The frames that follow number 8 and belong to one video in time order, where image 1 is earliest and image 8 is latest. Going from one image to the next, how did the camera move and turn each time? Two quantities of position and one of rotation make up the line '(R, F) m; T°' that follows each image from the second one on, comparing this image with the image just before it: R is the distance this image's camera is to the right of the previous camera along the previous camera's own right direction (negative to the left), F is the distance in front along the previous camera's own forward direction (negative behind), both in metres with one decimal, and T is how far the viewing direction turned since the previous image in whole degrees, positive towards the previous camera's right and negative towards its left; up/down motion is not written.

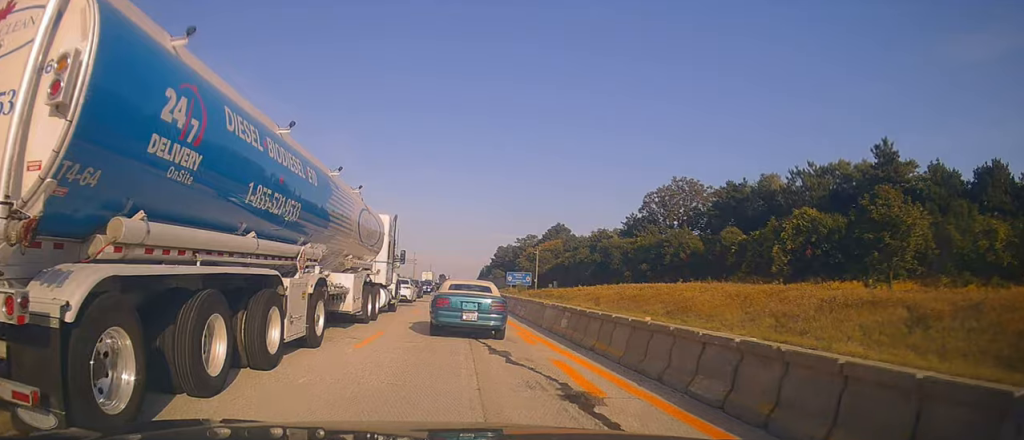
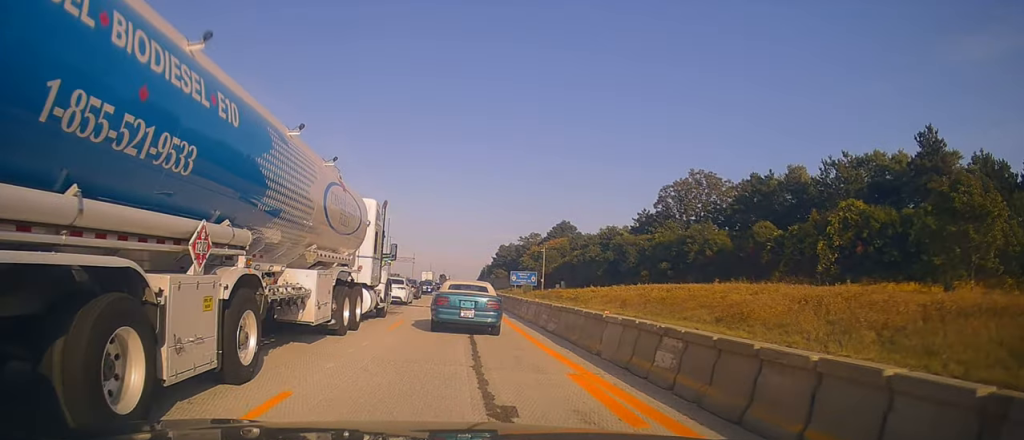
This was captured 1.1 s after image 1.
(-0.4, +7.6) m; -1°
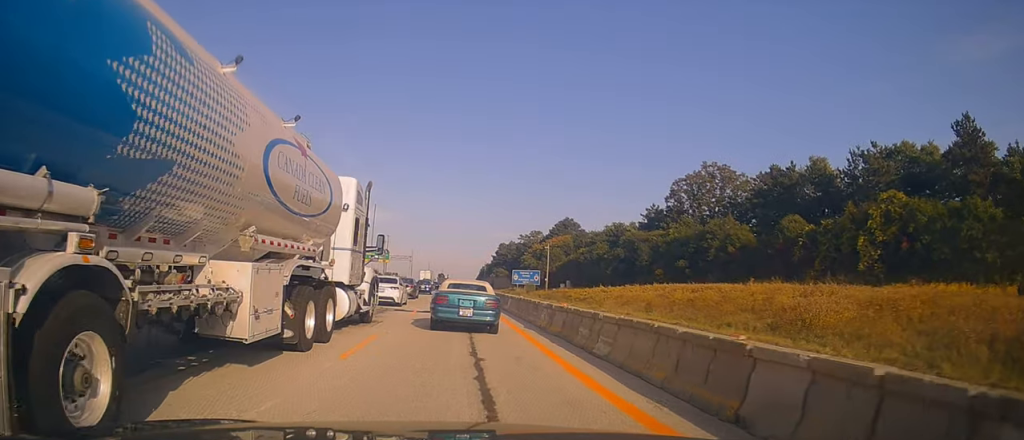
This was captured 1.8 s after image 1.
(0.0, +5.6) m; +3°
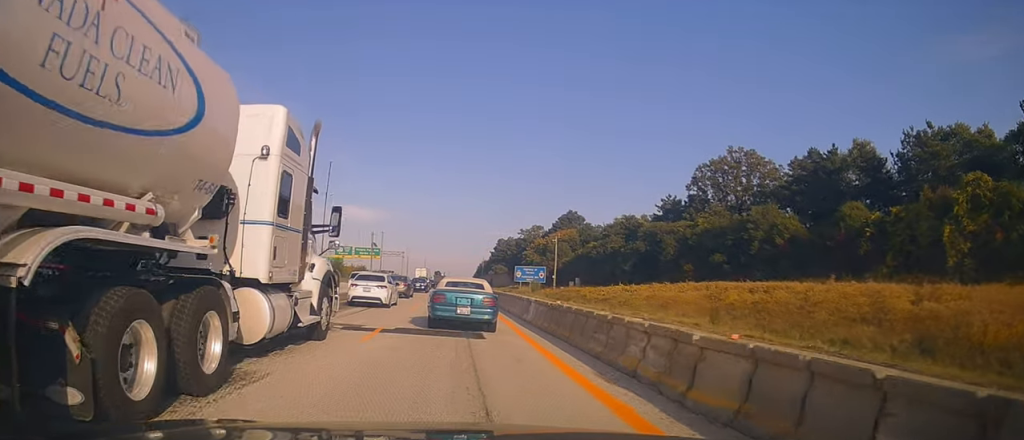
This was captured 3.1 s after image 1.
(+0.3, +9.8) m; -1°
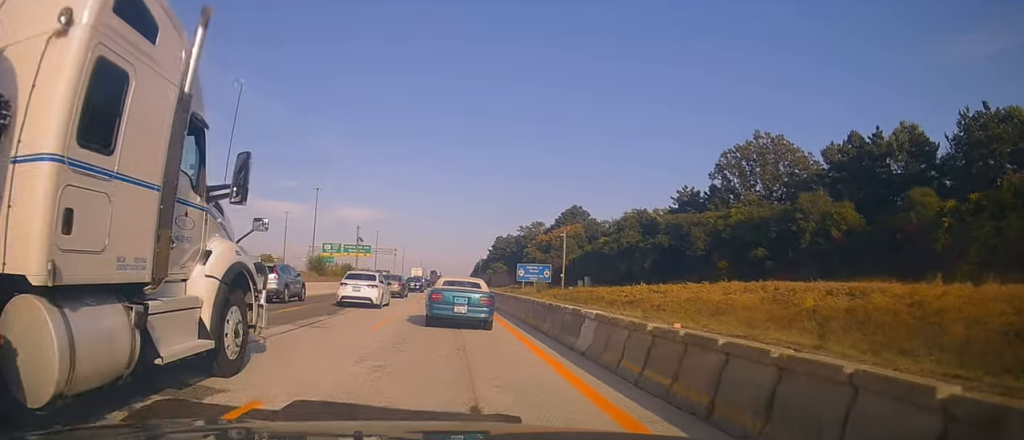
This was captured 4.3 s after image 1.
(-0.4, +9.4) m; -2°
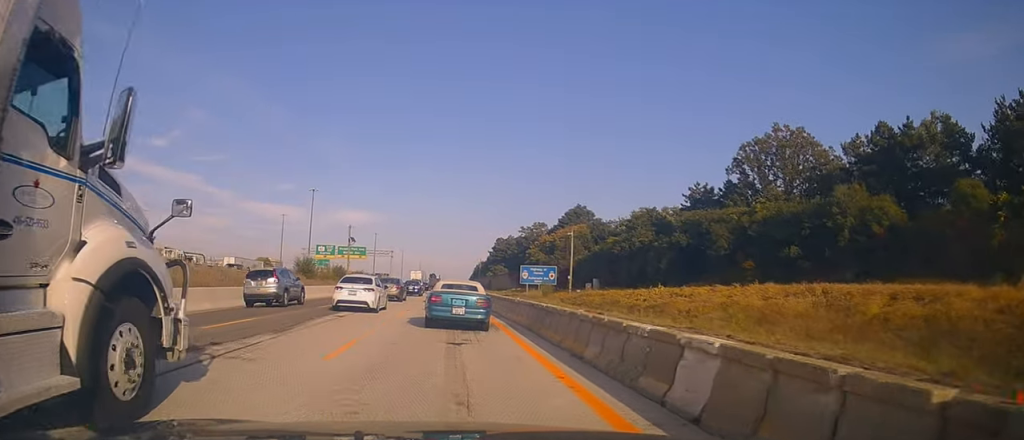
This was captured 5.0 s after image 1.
(0.0, +5.5) m; +1°
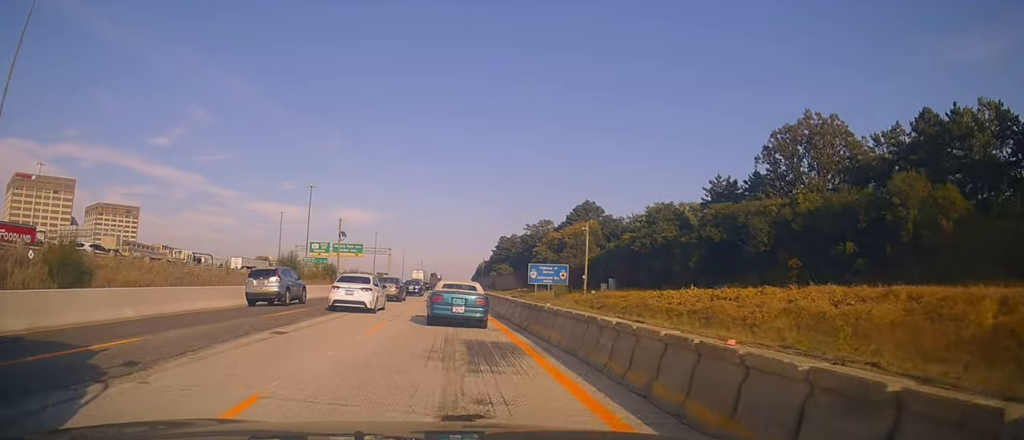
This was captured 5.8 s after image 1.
(-0.1, +6.6) m; +3°
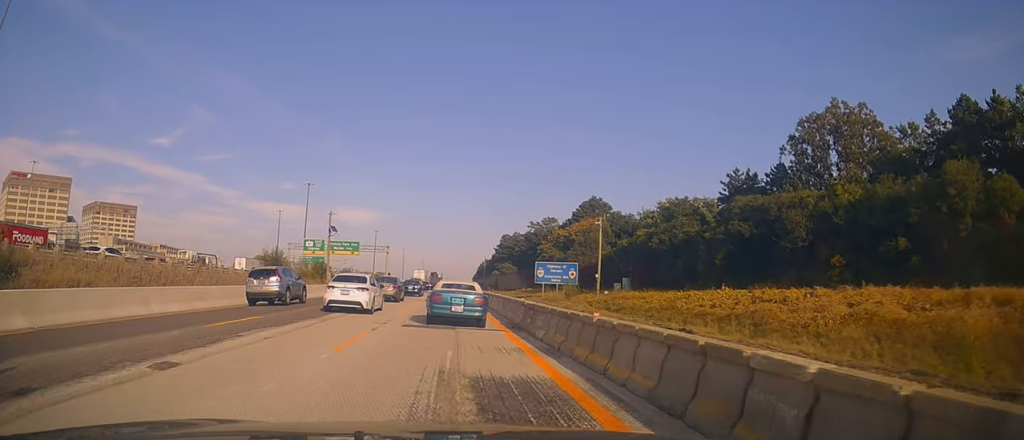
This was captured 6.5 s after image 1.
(+0.3, +4.8) m; +3°
